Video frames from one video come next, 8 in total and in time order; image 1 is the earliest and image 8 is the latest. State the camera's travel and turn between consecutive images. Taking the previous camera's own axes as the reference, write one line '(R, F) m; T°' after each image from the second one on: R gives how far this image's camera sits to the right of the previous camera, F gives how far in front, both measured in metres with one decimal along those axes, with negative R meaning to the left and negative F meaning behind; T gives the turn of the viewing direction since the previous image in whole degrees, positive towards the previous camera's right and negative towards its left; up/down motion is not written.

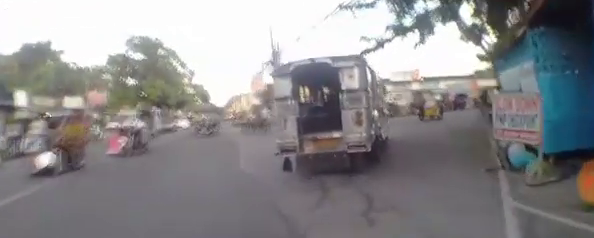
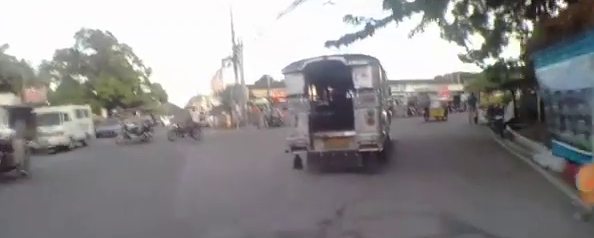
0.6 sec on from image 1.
(+0.1, +2.9) m; +4°
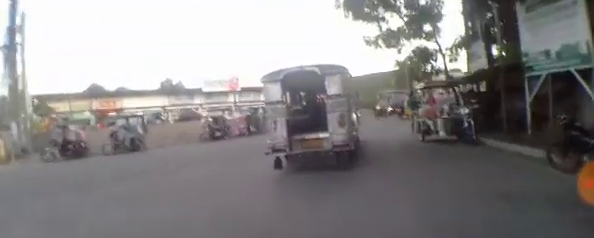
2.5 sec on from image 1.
(+2.0, +9.1) m; +27°
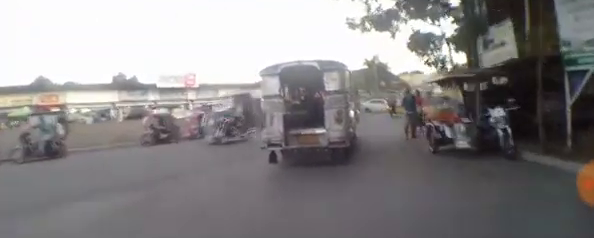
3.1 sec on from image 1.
(+0.2, +2.9) m; +8°
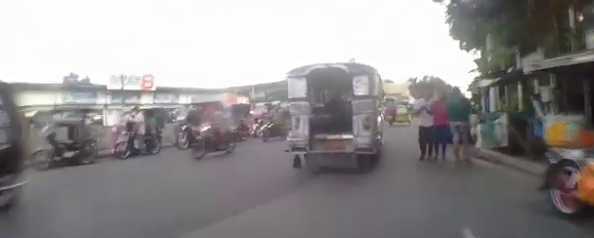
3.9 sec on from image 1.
(+0.2, +4.4) m; +11°
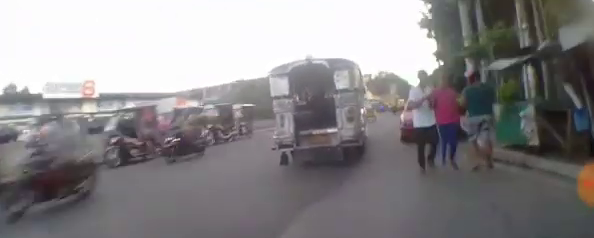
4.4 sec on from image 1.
(+0.2, +2.1) m; +8°
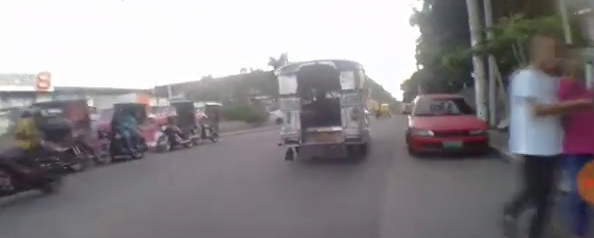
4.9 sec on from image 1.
(0.0, +2.5) m; +9°
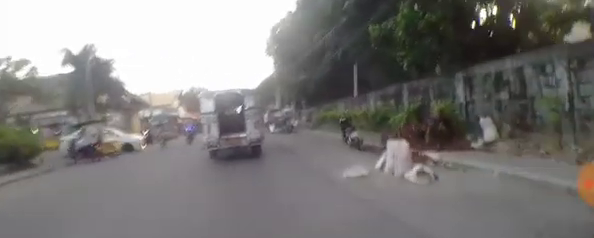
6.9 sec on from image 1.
(+1.5, +10.6) m; +8°
